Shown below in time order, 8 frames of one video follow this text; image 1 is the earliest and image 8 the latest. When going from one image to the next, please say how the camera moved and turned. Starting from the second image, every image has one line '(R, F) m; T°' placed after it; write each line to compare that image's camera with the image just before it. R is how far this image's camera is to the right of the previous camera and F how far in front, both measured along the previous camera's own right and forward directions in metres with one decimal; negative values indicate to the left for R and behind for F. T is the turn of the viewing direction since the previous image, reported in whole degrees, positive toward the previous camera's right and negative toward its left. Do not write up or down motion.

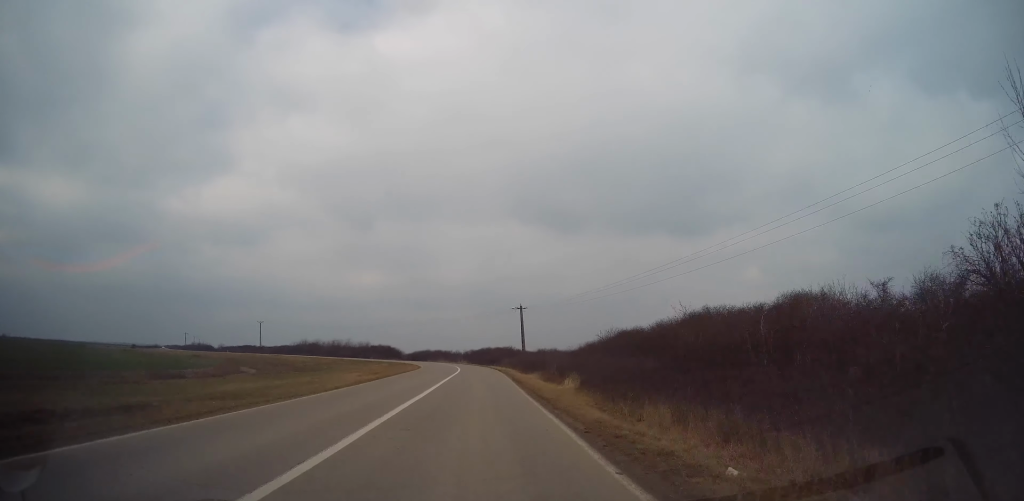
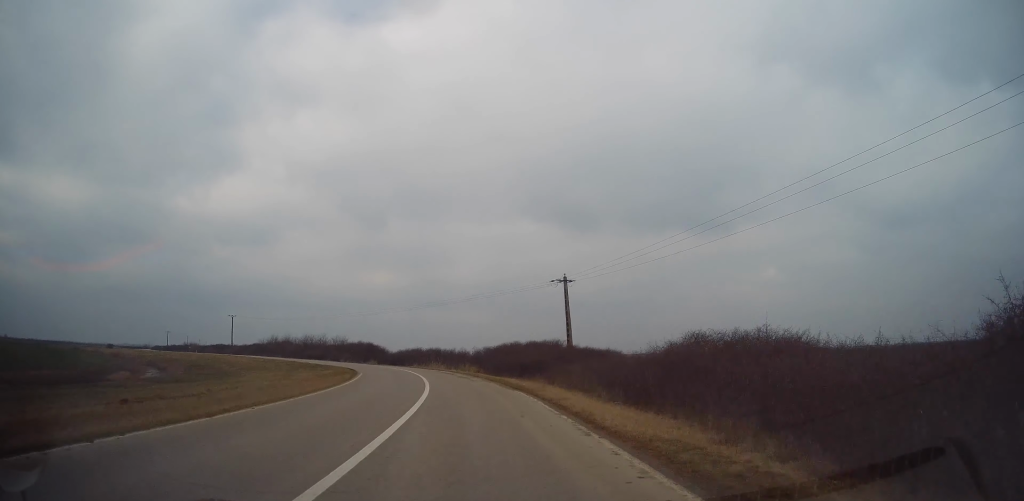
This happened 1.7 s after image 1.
(+0.9, +41.7) m; 0°
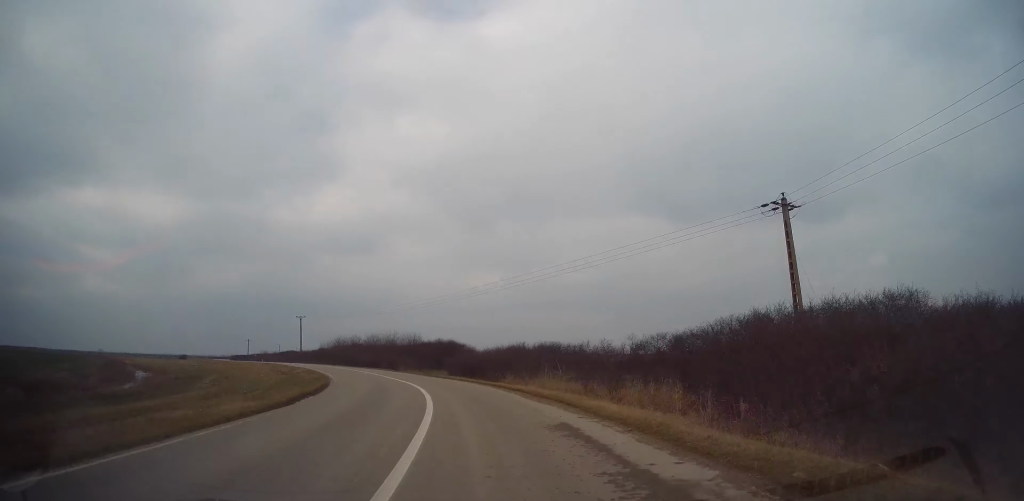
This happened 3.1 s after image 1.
(-1.6, +33.6) m; -9°
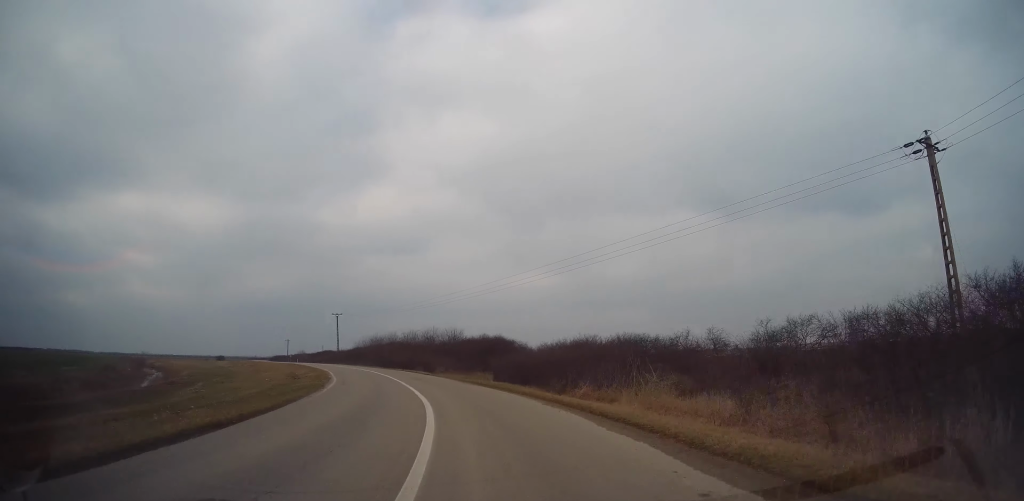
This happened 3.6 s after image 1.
(-0.7, +10.6) m; -5°
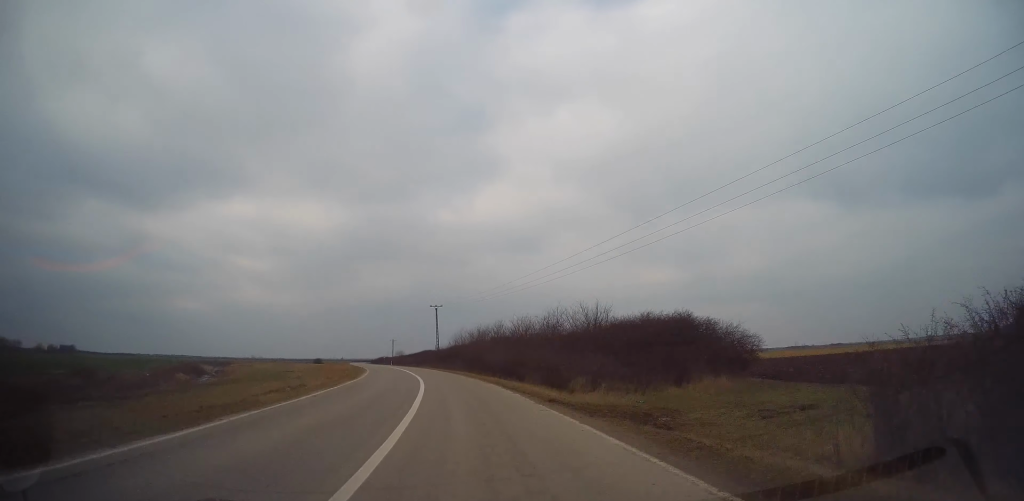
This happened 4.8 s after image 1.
(-3.0, +26.9) m; -12°
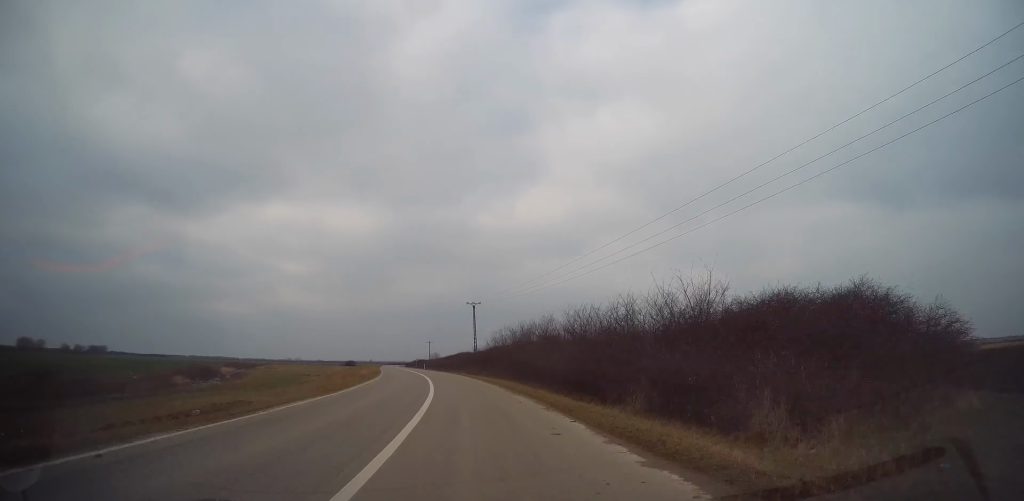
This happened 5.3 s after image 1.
(-0.6, +12.0) m; -4°
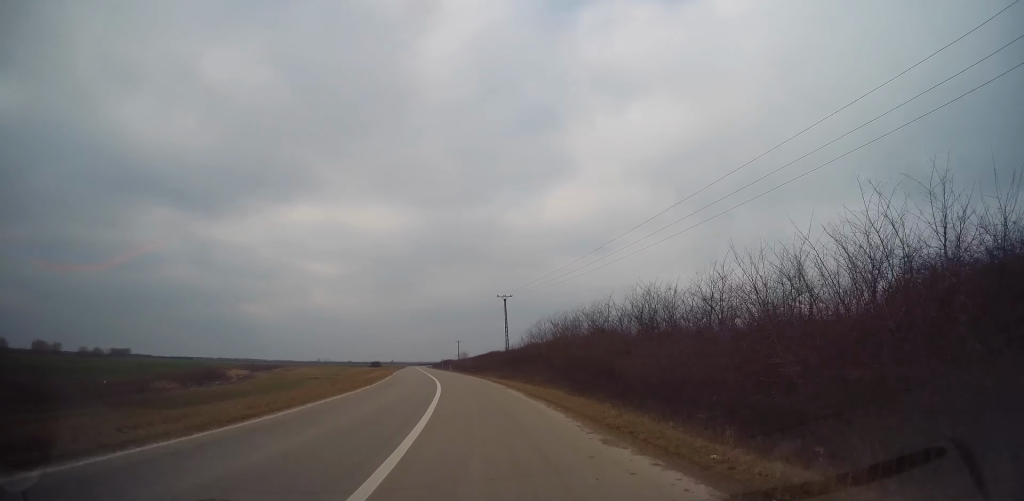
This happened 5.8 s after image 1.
(-0.4, +11.4) m; -3°
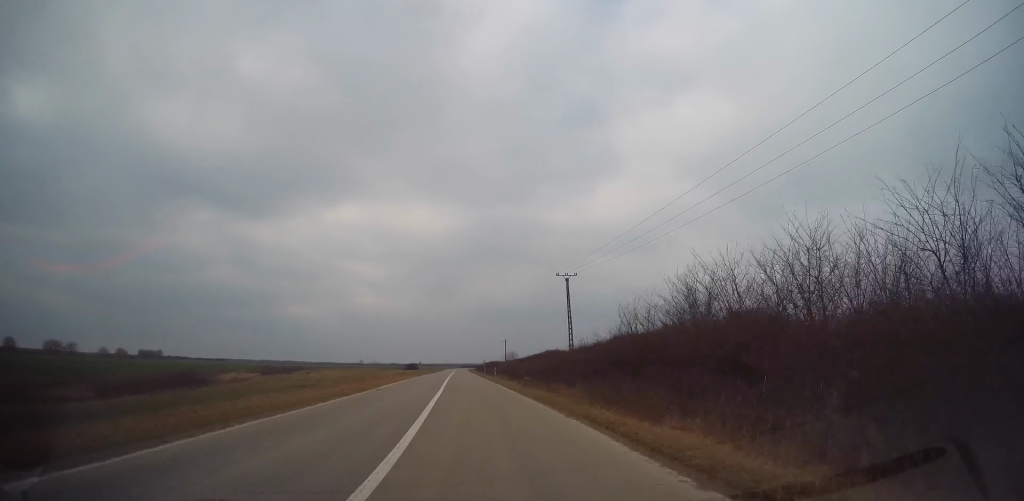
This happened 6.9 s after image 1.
(-1.2, +24.3) m; -6°
